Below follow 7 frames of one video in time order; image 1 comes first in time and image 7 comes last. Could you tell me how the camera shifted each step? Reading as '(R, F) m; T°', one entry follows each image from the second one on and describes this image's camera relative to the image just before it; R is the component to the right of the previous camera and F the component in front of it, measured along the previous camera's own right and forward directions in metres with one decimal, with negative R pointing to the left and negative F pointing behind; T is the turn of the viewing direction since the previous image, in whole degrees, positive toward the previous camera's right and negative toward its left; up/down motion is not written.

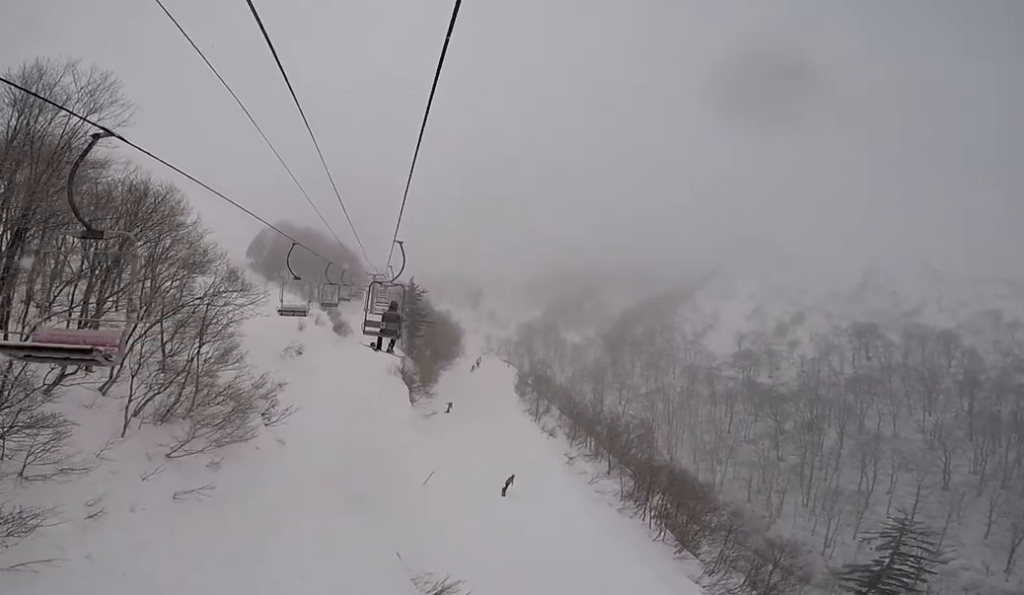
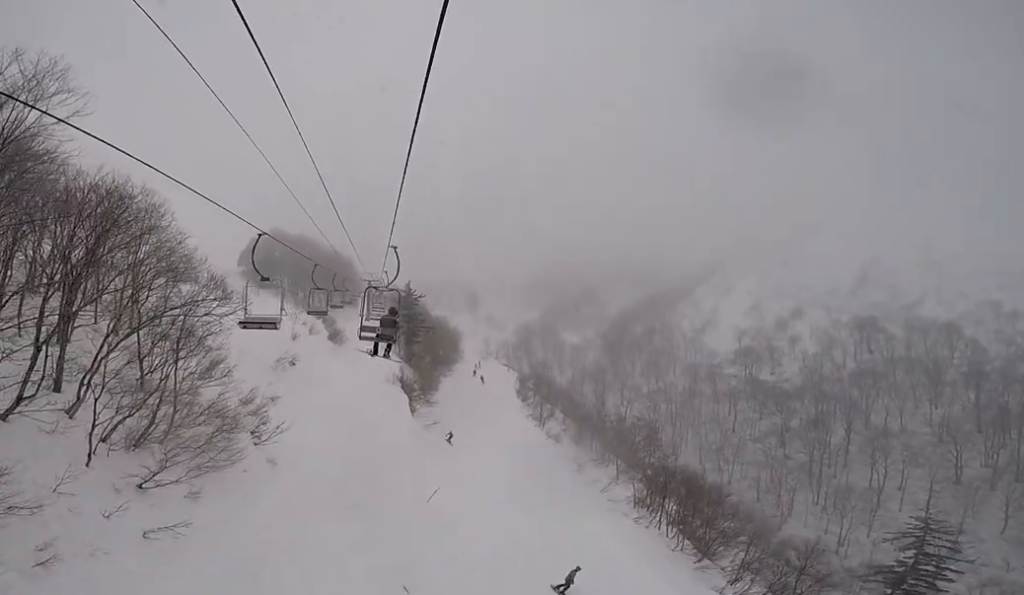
(0.0, +2.3) m; 0°
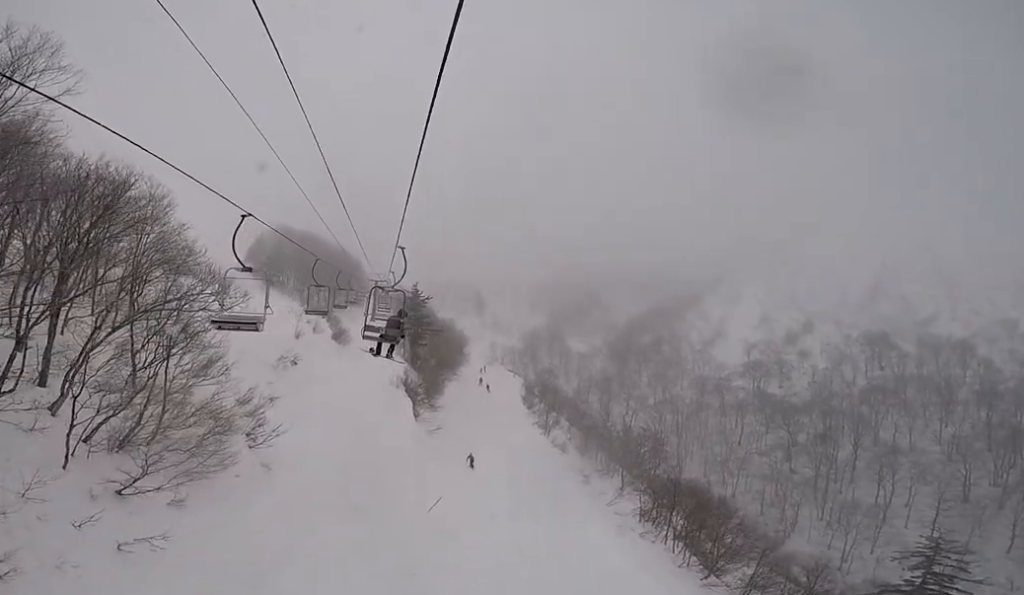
(0.0, +1.2) m; 0°
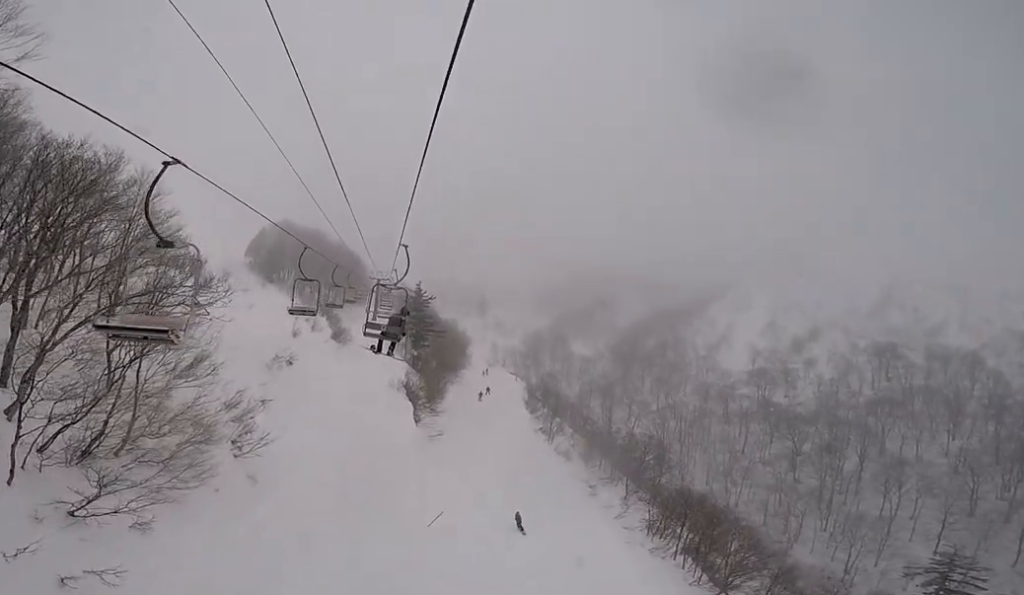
(0.0, +2.1) m; 0°
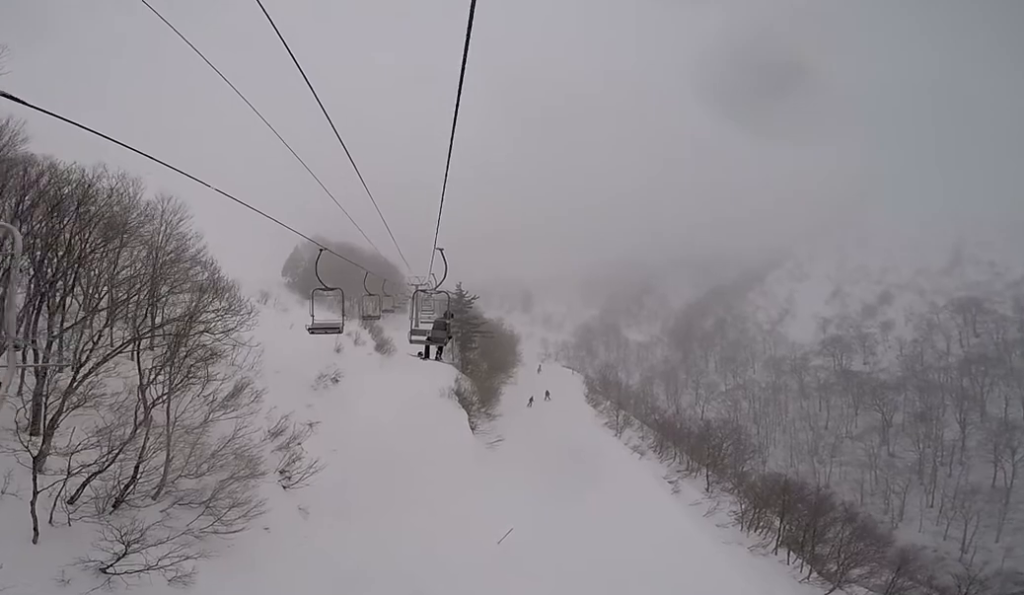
(0.0, +1.9) m; 0°
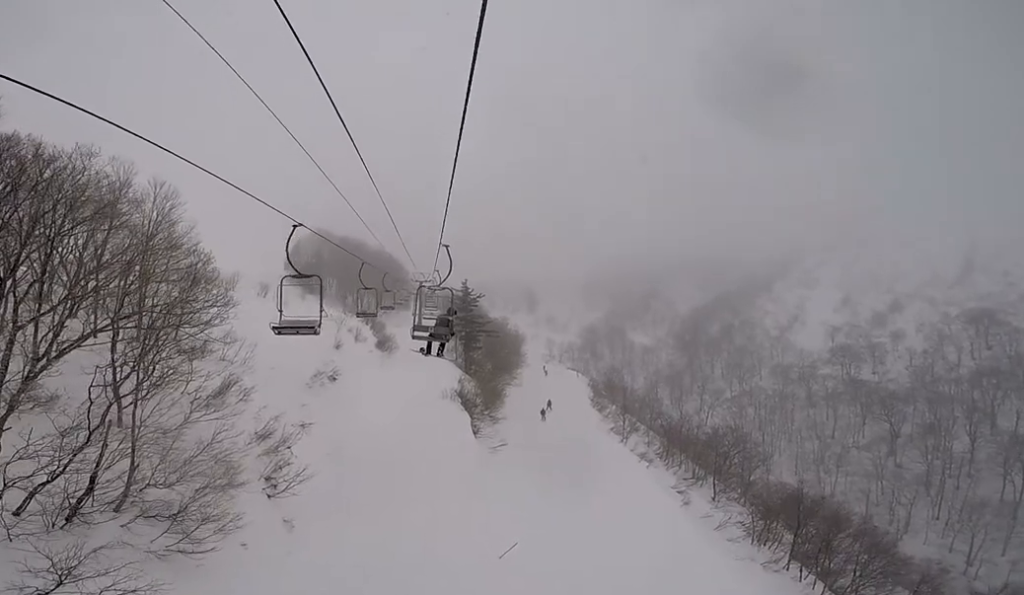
(0.0, +1.7) m; 0°
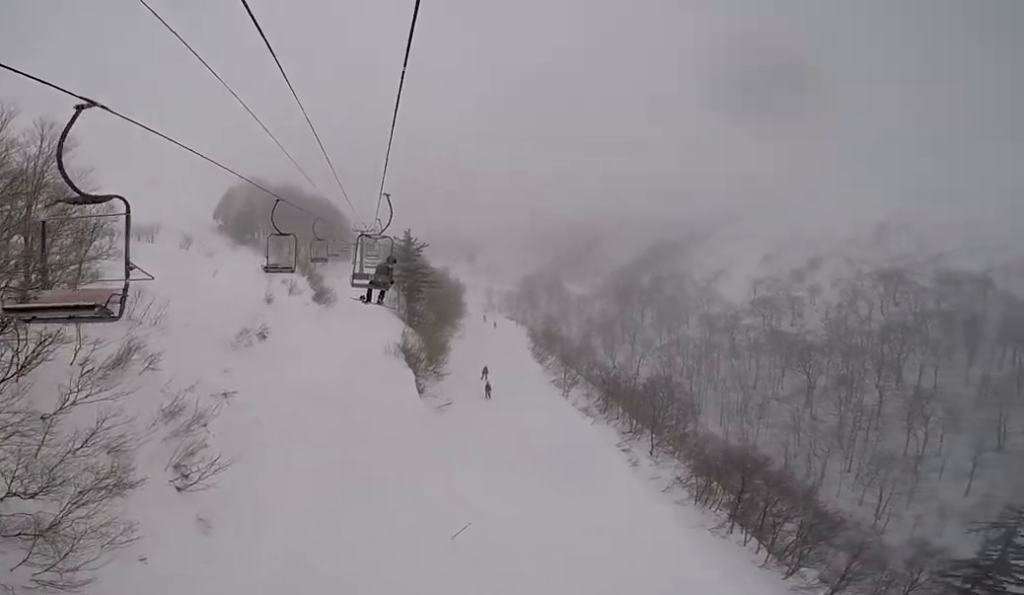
(0.0, +2.8) m; 0°
